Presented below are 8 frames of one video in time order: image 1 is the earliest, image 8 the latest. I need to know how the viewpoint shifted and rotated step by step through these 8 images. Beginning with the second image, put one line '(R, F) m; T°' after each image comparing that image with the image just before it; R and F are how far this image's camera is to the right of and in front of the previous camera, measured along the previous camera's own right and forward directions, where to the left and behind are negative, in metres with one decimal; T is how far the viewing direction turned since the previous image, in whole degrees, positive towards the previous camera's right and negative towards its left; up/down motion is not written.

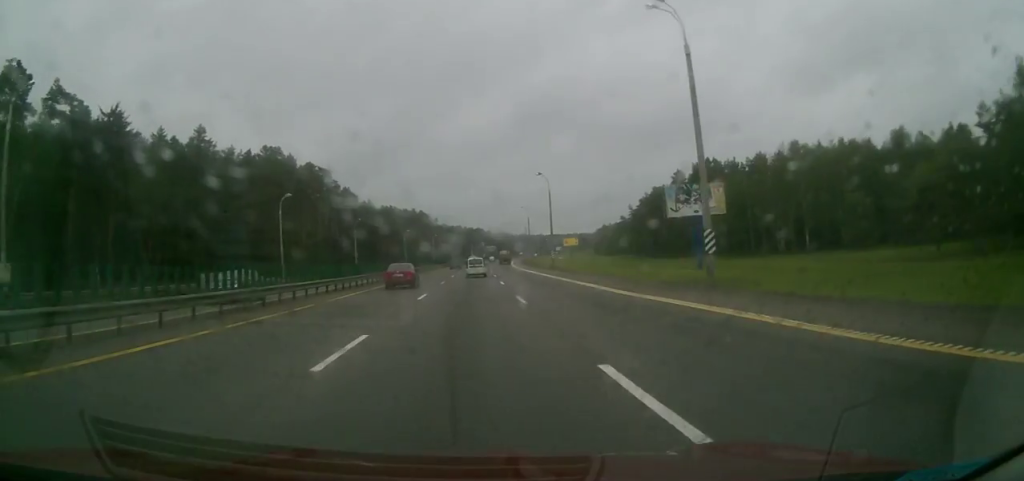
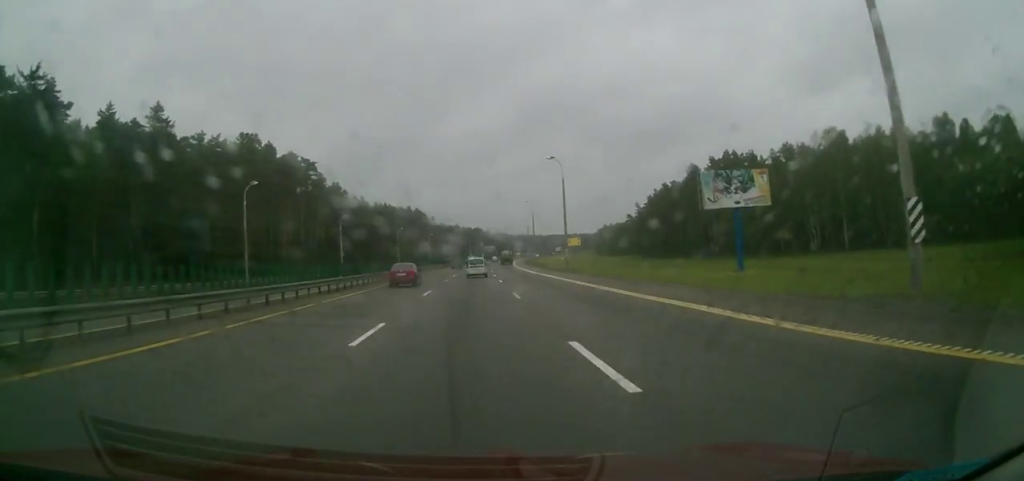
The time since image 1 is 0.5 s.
(0.0, +15.2) m; 0°
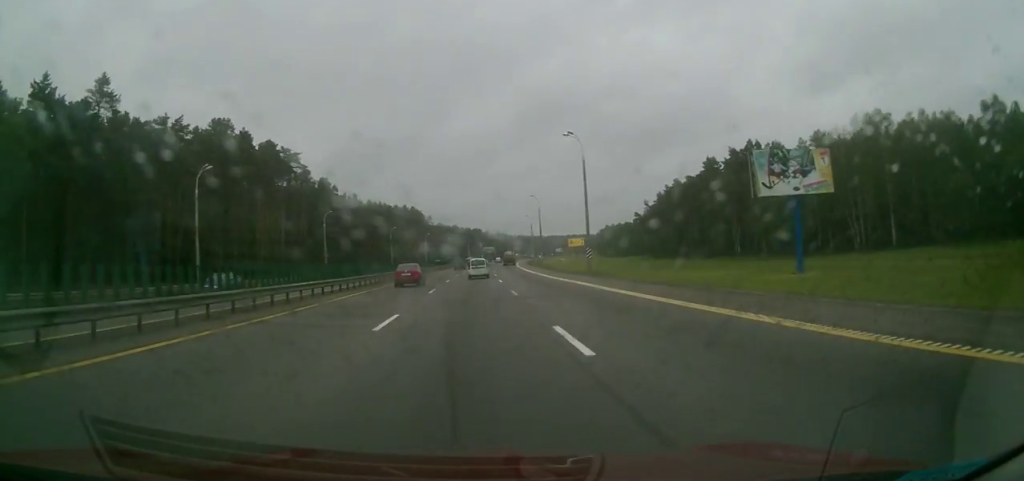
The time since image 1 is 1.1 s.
(0.0, +15.4) m; 0°
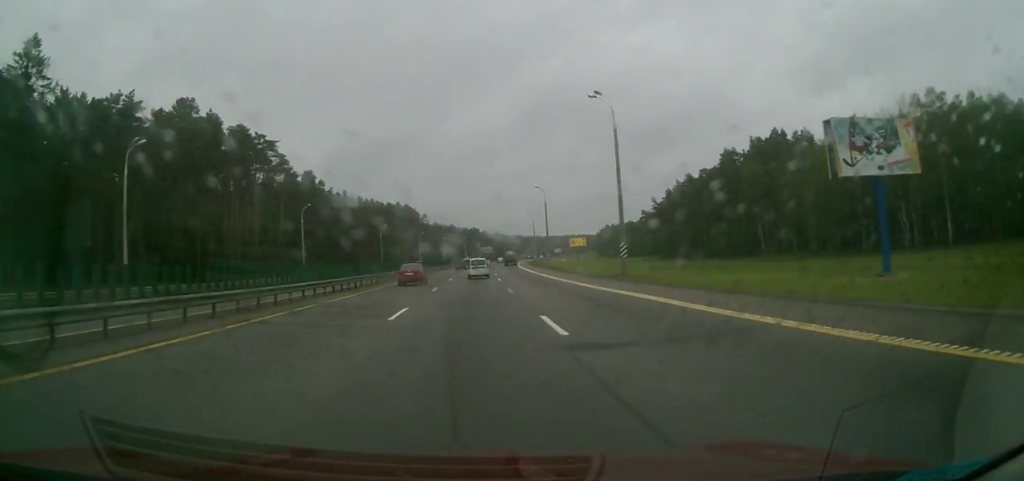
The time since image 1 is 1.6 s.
(0.0, +15.9) m; 0°
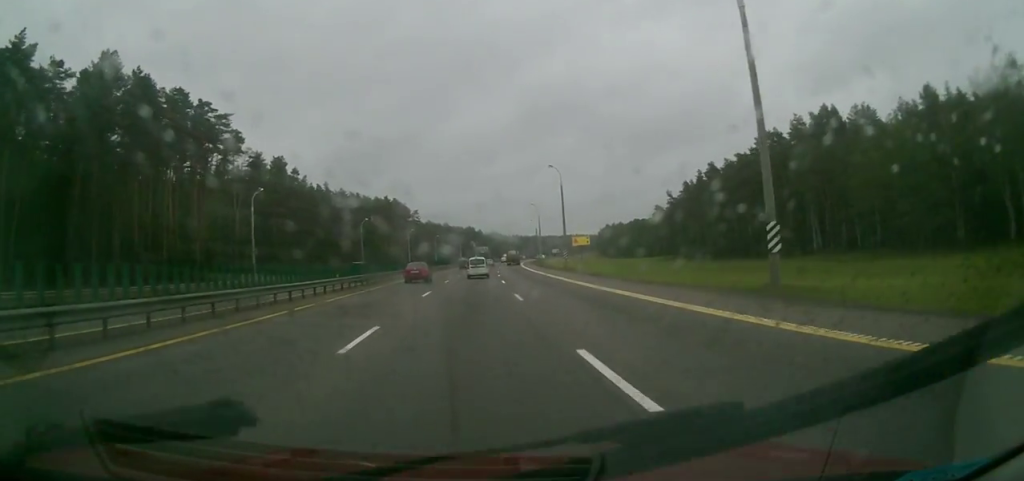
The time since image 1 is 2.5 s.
(0.0, +26.2) m; 0°
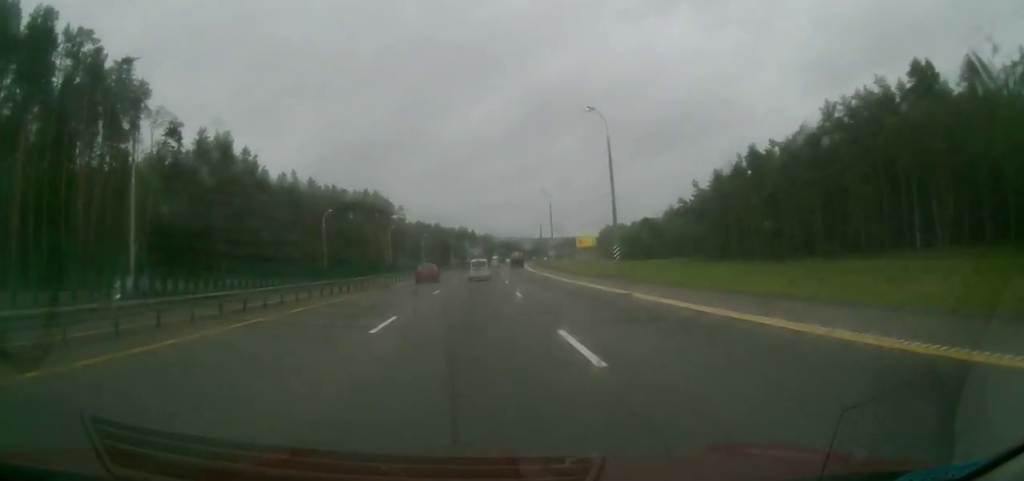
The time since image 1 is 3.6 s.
(0.0, +35.5) m; 0°
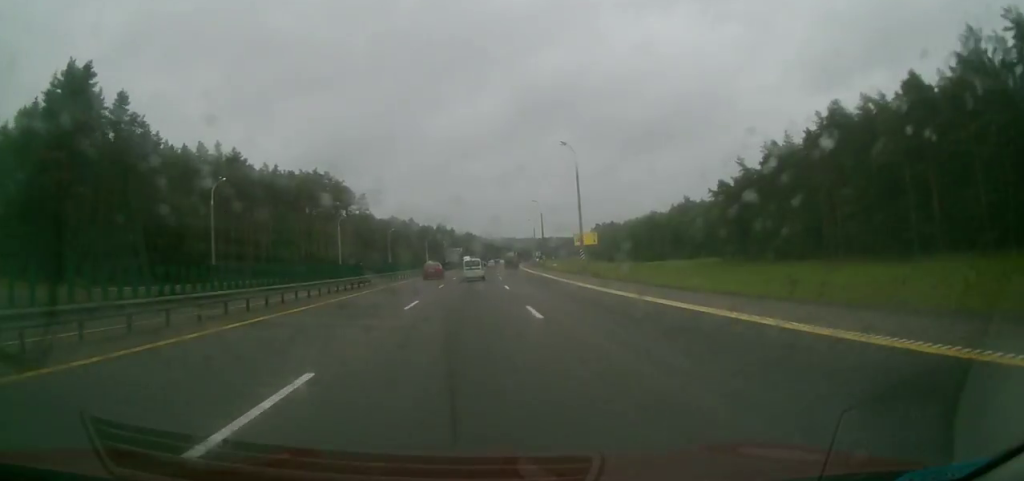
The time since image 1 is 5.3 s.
(+0.7, +47.8) m; +3°
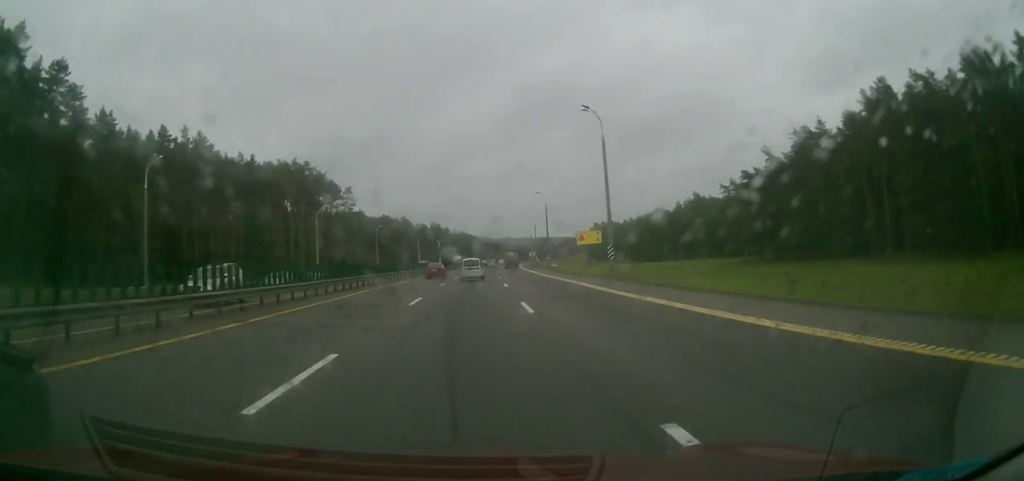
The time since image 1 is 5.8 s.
(+0.4, +15.8) m; +1°
